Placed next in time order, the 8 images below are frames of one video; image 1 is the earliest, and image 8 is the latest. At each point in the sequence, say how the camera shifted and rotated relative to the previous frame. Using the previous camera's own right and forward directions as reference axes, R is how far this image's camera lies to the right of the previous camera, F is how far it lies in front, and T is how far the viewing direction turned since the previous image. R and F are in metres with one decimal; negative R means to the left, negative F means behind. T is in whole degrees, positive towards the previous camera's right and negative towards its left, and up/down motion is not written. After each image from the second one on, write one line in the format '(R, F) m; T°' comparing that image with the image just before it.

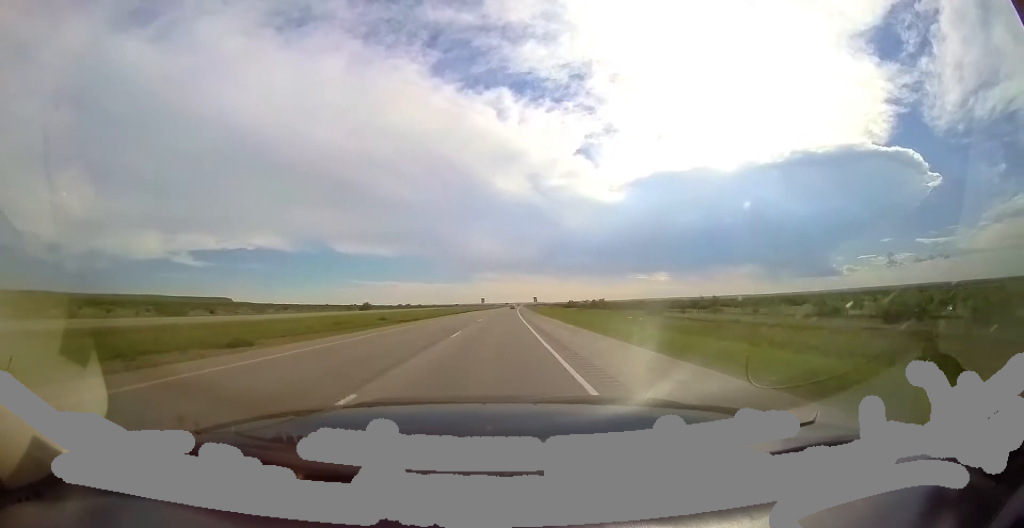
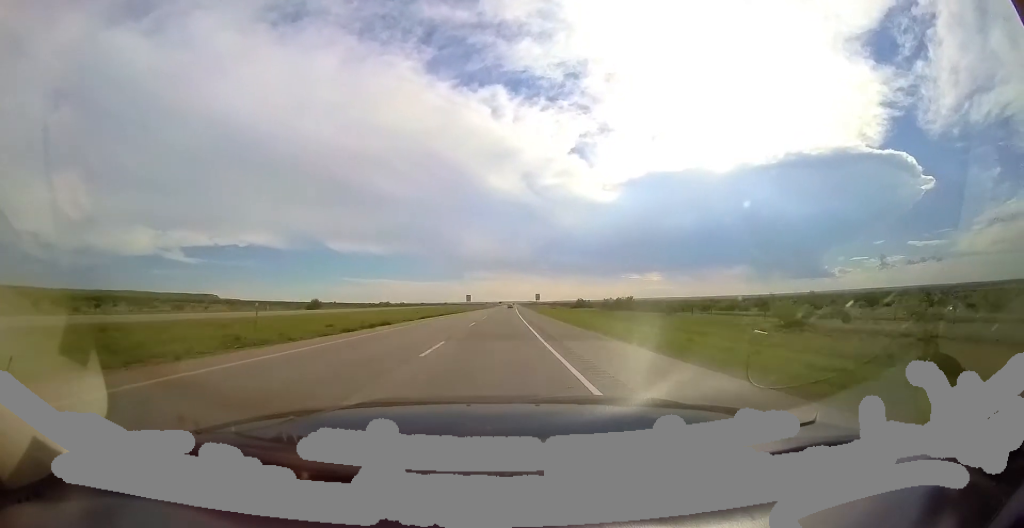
(+0.4, +30.4) m; +1°
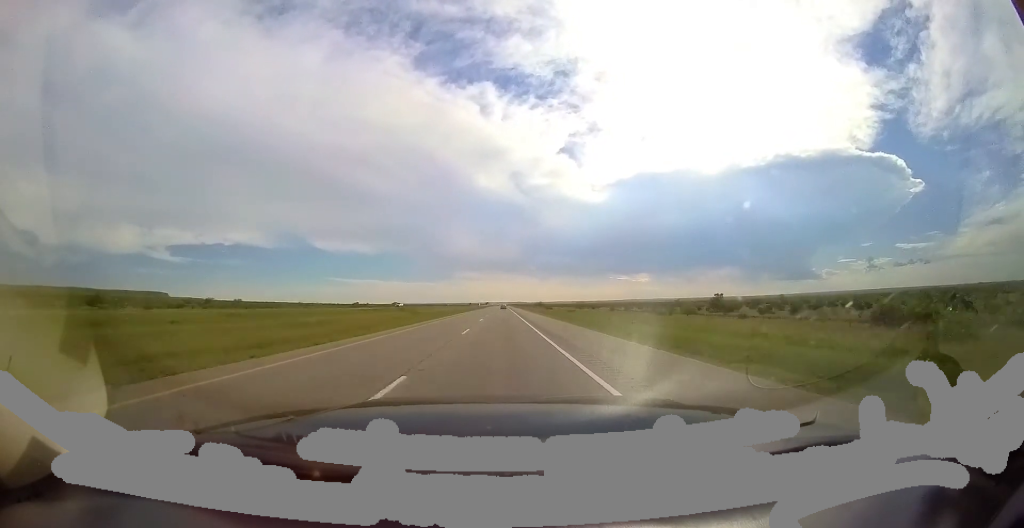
(+3.1, +164.2) m; +1°
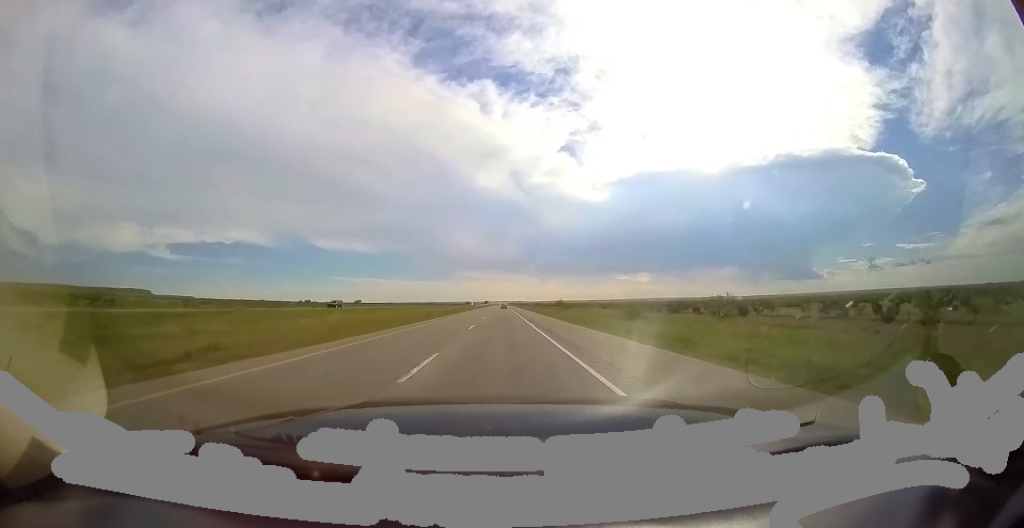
(-0.1, +70.5) m; 0°
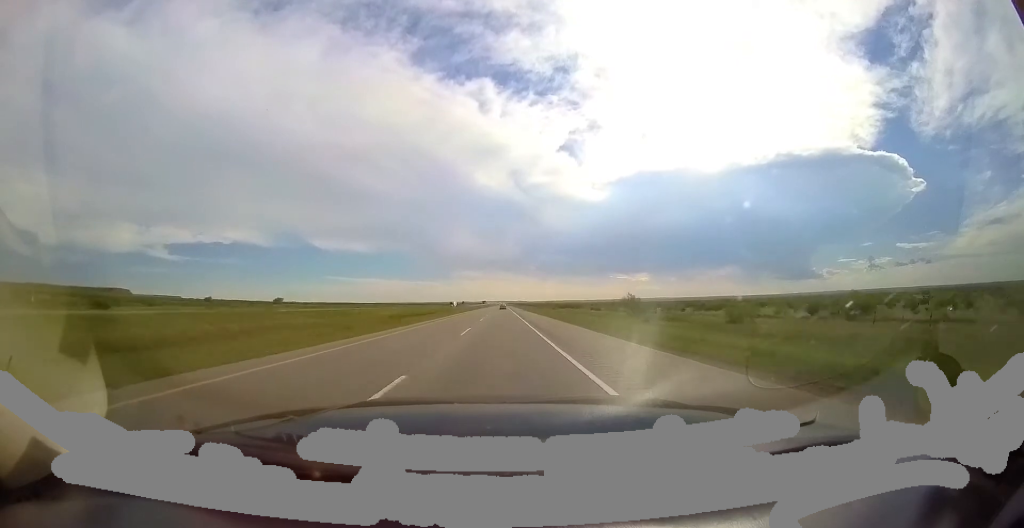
(+0.2, +75.2) m; -1°
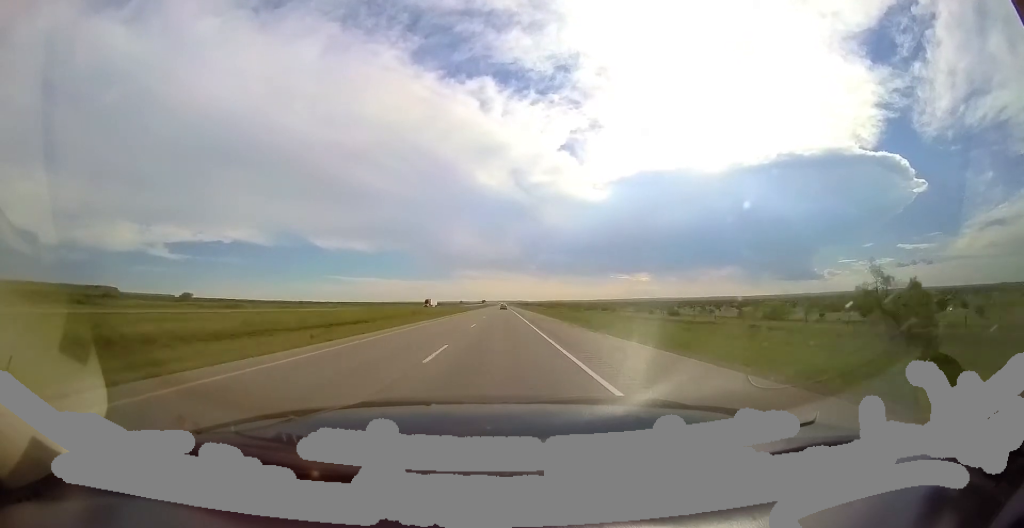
(-0.6, +44.5) m; 0°
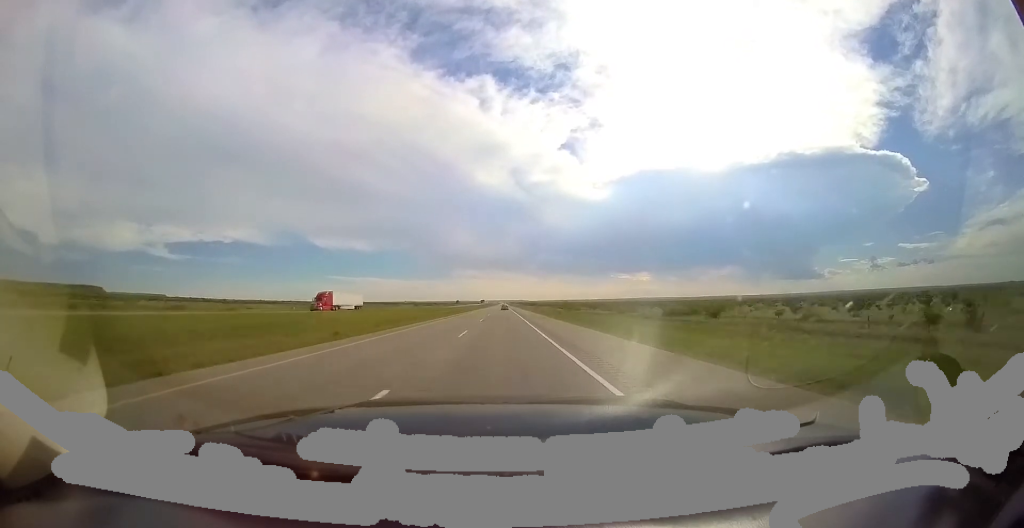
(0.0, +53.8) m; 0°
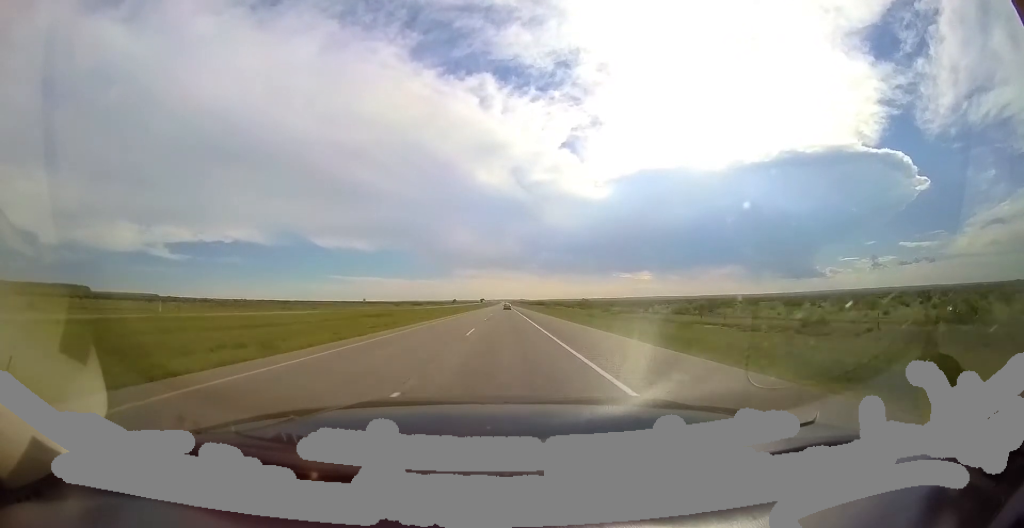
(+0.3, +49.1) m; 0°
